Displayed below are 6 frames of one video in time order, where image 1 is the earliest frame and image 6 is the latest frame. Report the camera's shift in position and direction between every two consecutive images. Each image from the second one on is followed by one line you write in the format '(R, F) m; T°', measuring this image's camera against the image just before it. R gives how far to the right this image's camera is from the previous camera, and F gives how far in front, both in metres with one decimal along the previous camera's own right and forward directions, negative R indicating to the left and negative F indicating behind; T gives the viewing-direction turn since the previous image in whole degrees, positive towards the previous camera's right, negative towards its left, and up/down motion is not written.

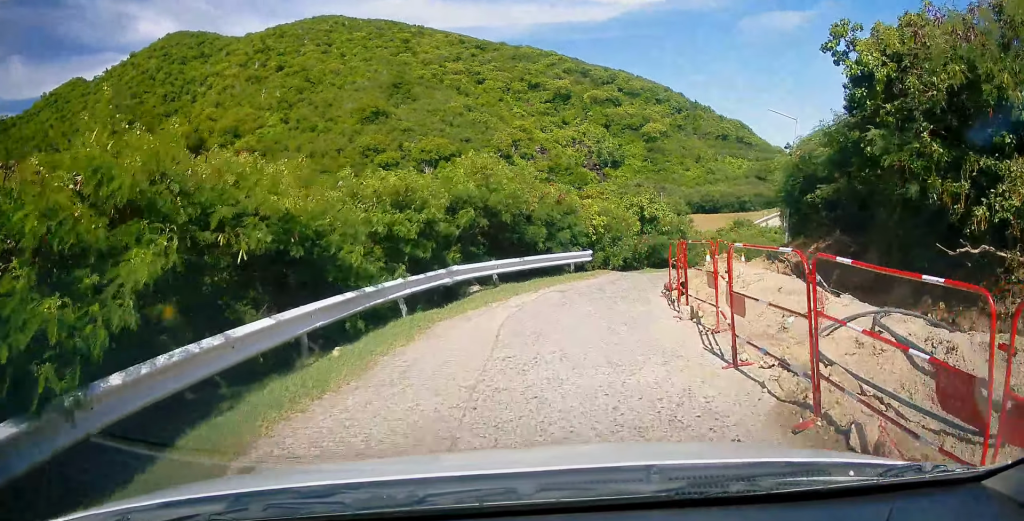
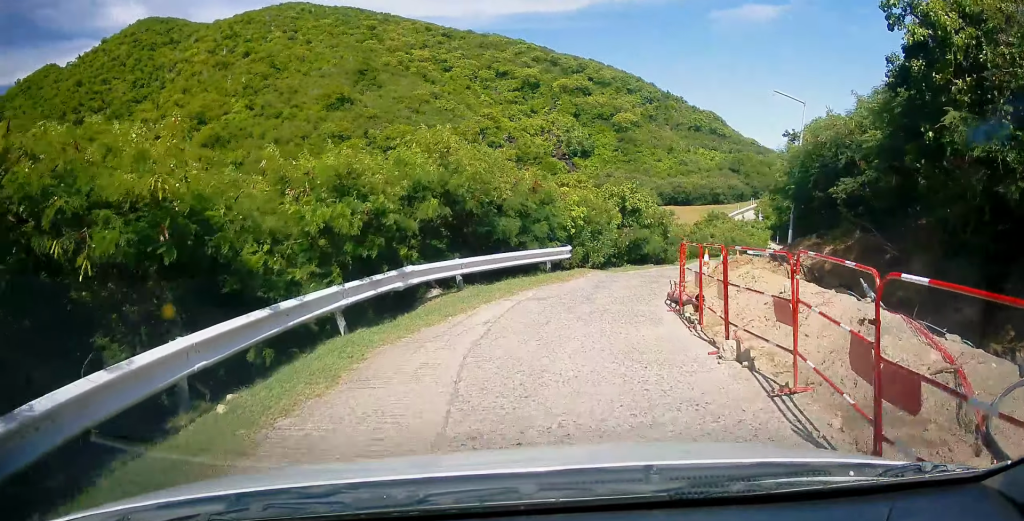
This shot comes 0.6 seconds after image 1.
(+0.1, +2.3) m; +4°
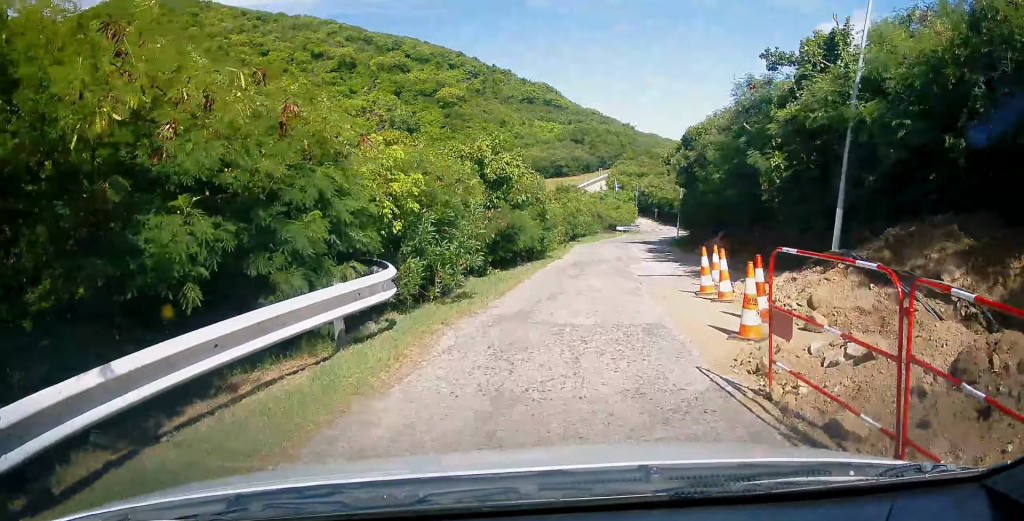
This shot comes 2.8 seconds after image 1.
(+0.8, +9.4) m; +12°
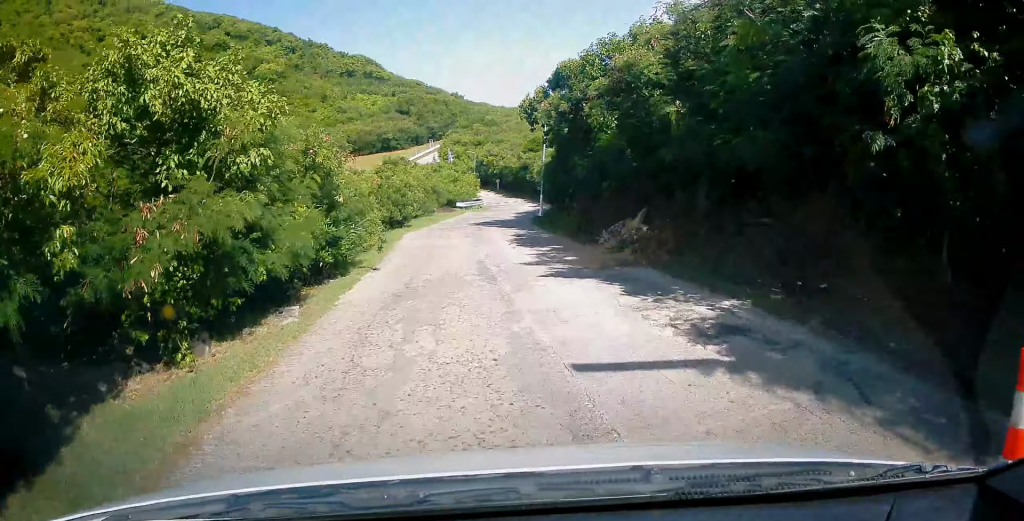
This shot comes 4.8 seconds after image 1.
(+1.2, +9.2) m; +14°
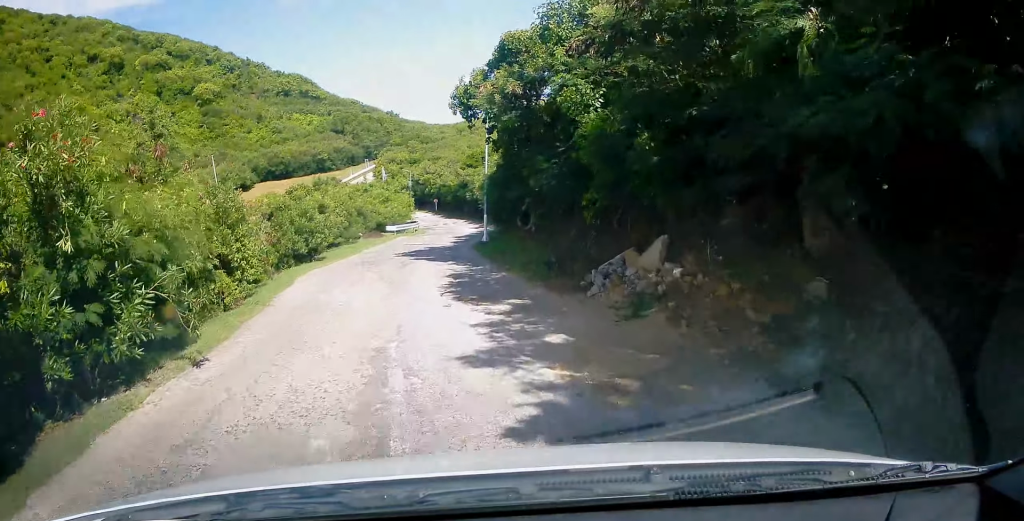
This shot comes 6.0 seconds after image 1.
(+0.4, +5.9) m; +3°
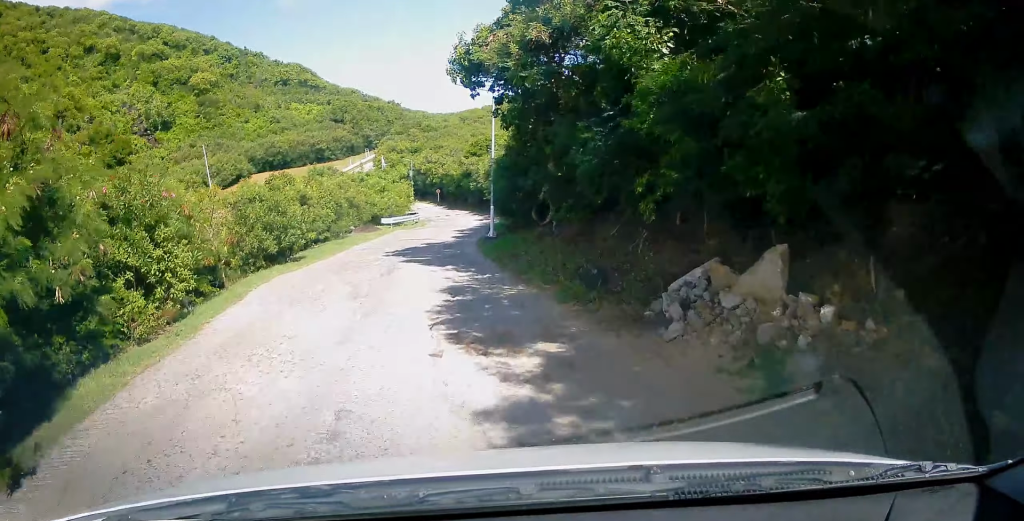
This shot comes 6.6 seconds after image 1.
(0.0, +3.4) m; -1°
